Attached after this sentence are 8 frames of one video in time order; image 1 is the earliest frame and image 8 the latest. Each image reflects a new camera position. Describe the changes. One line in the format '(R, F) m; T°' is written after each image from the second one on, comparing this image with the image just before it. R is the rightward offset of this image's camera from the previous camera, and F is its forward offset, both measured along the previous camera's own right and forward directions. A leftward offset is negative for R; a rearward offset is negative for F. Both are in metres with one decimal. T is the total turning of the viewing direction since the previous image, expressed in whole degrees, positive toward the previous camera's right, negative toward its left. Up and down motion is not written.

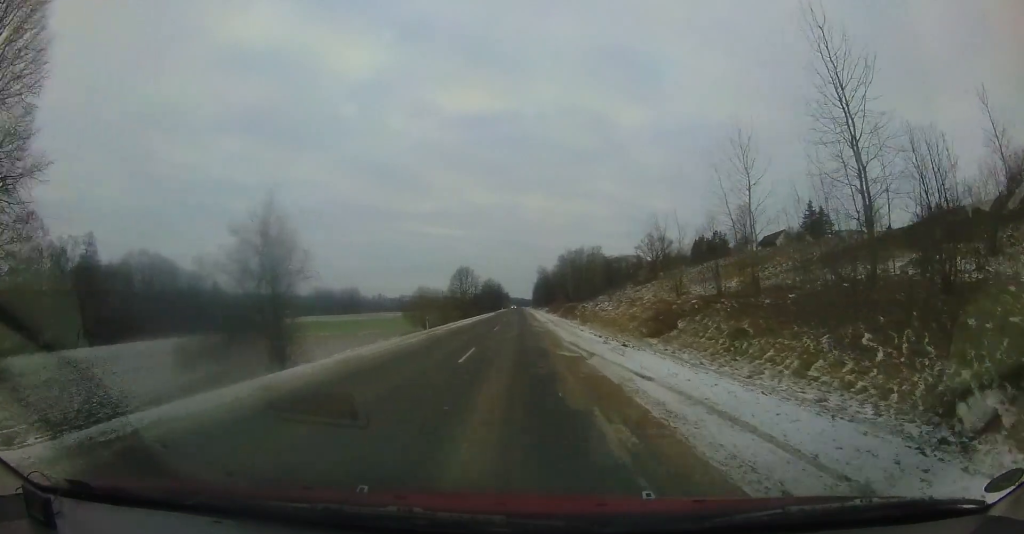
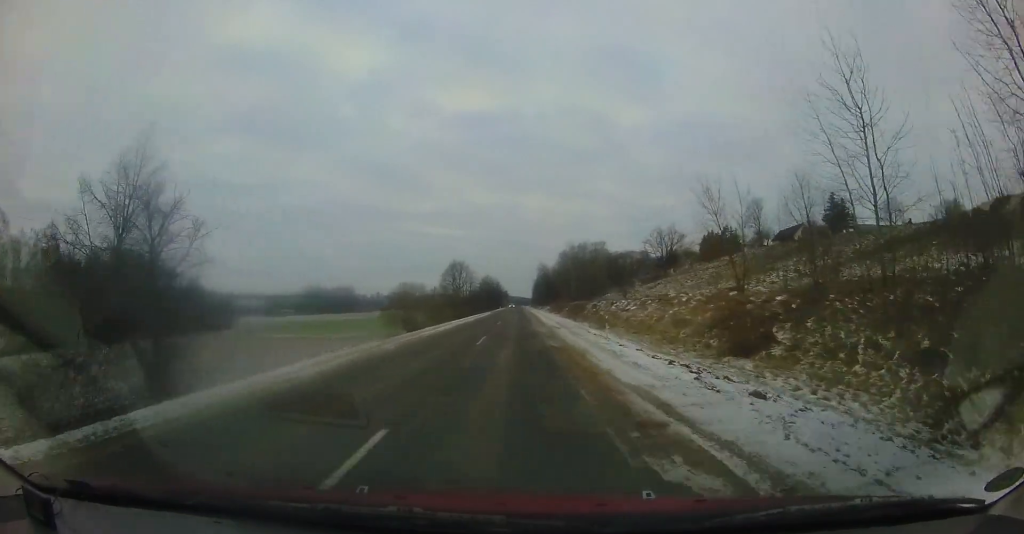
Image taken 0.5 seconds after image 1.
(0.0, +8.4) m; 0°
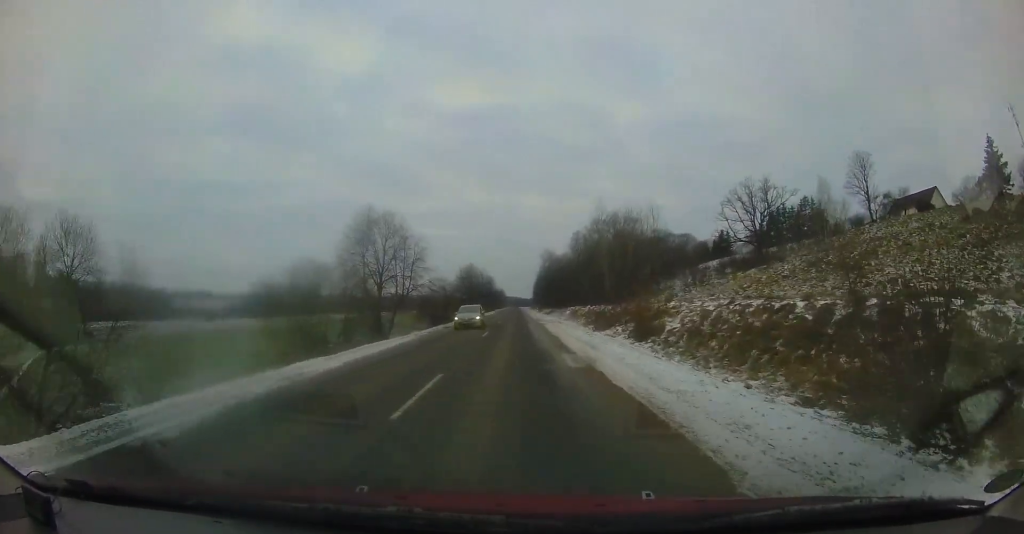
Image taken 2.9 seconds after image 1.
(0.0, +44.2) m; -1°
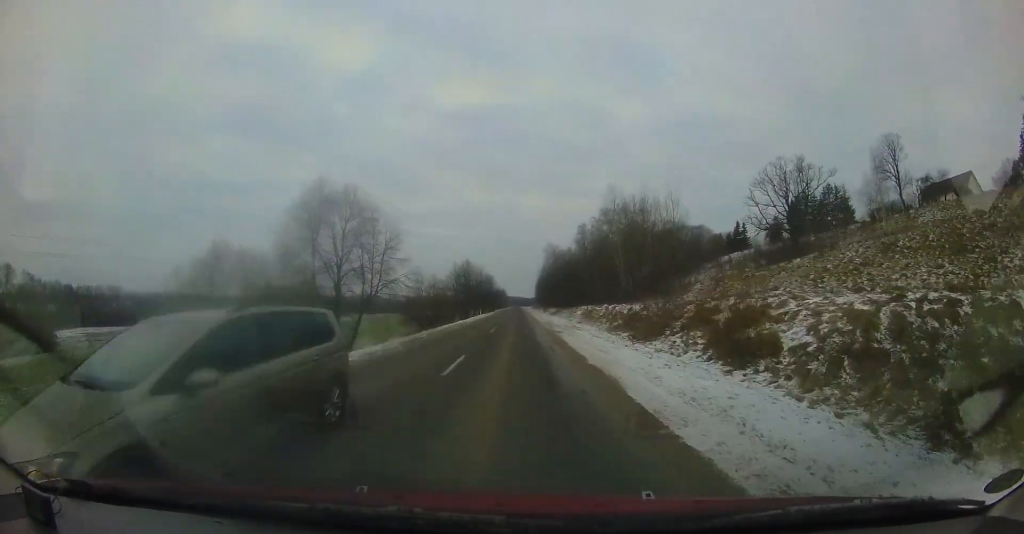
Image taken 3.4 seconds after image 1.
(0.0, +8.9) m; 0°
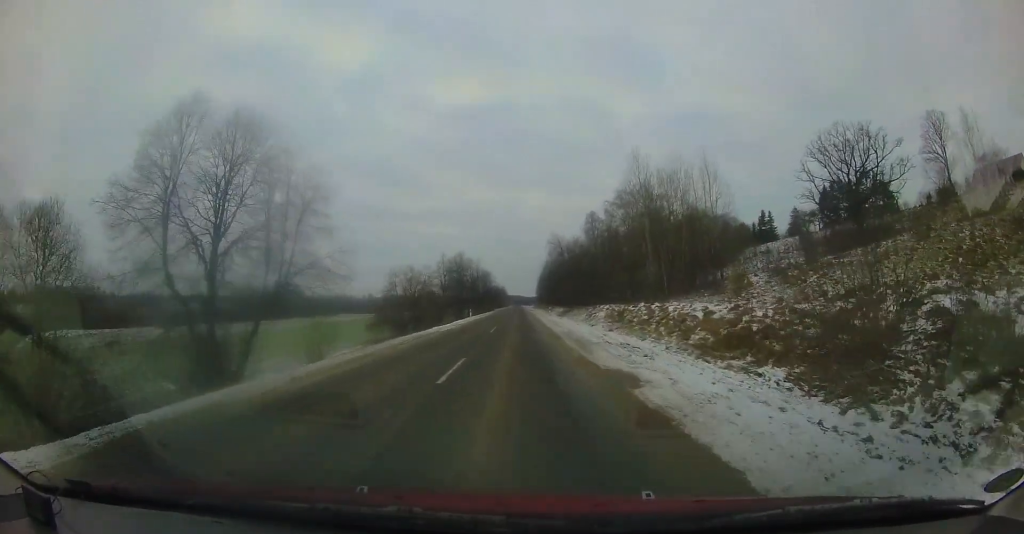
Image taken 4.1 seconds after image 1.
(+0.3, +12.5) m; 0°
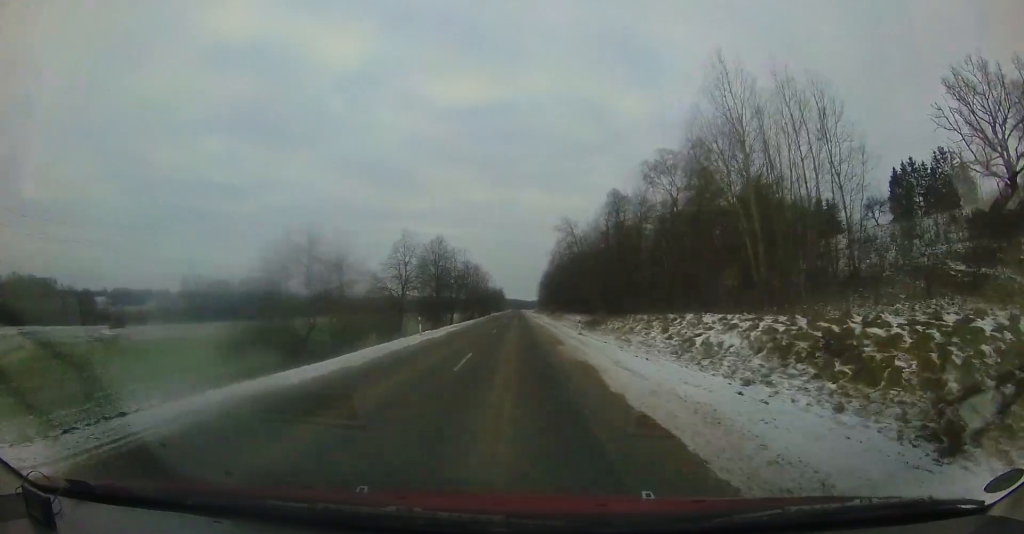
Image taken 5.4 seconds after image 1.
(-0.2, +22.1) m; +1°
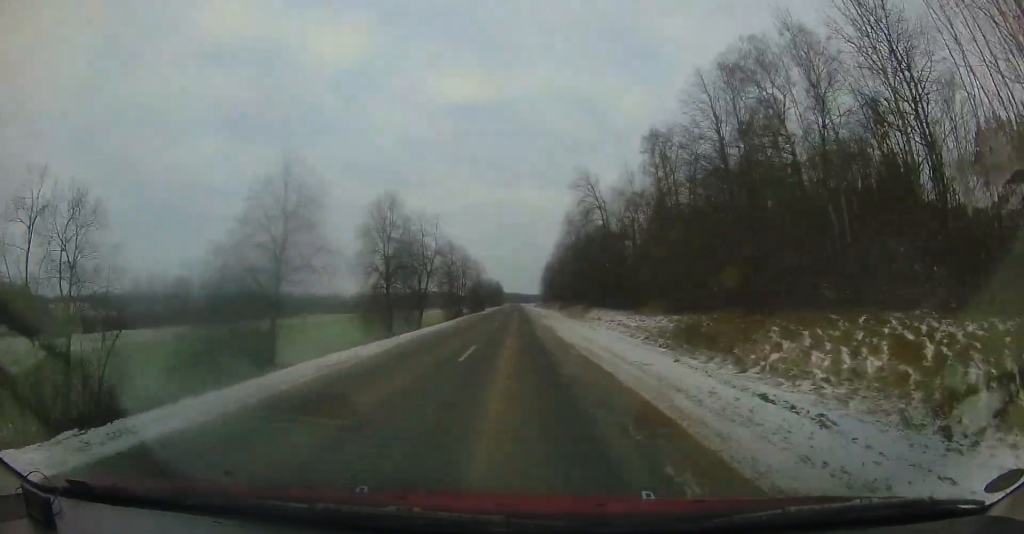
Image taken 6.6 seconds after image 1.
(+0.2, +22.7) m; 0°
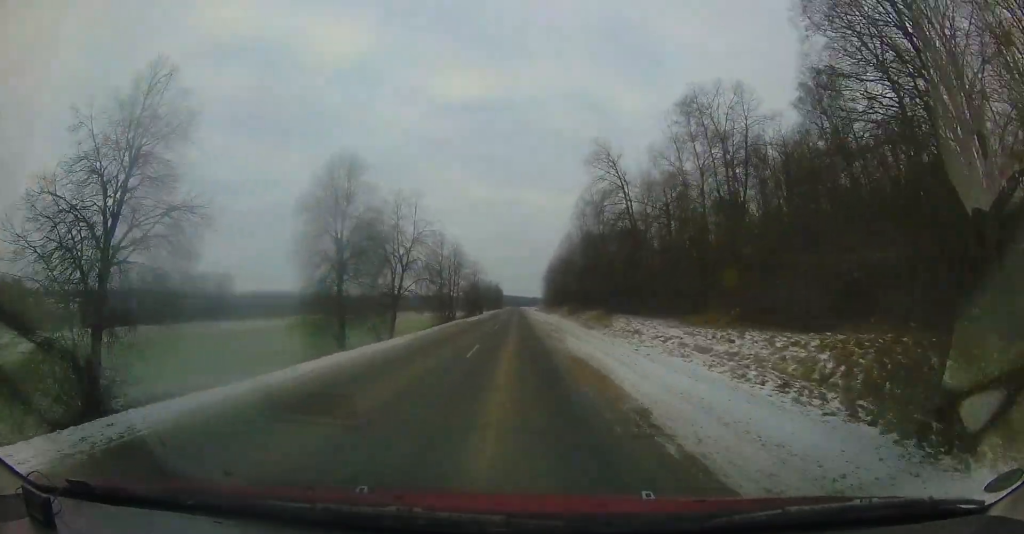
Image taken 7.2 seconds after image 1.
(-0.3, +10.8) m; 0°
